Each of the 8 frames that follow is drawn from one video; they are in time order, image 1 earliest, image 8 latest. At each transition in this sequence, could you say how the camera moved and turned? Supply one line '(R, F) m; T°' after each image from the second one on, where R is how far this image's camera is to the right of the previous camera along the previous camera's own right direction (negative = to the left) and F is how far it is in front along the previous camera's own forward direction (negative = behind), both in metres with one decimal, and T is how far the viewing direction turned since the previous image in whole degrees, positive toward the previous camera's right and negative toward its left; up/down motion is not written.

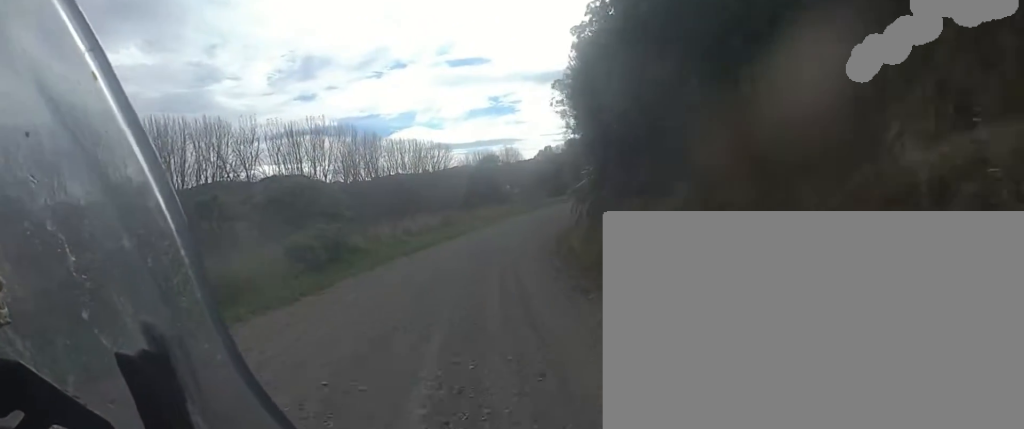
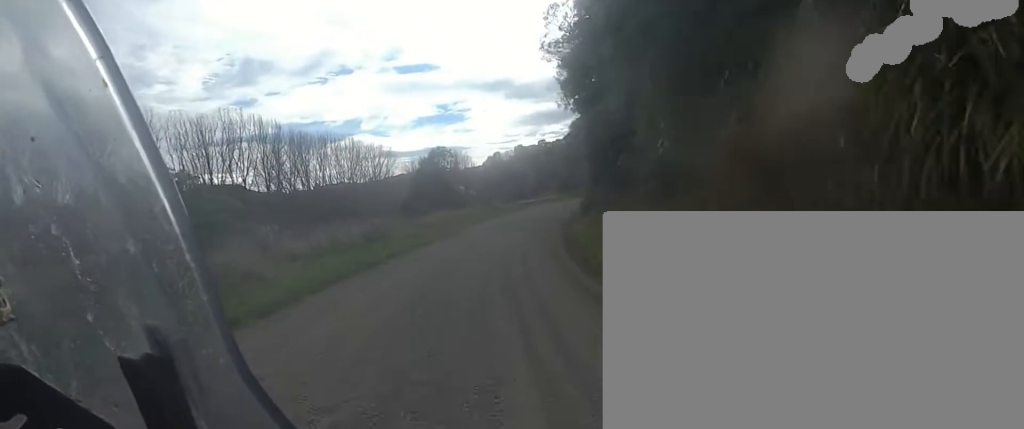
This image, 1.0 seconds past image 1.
(+0.9, +12.4) m; +5°
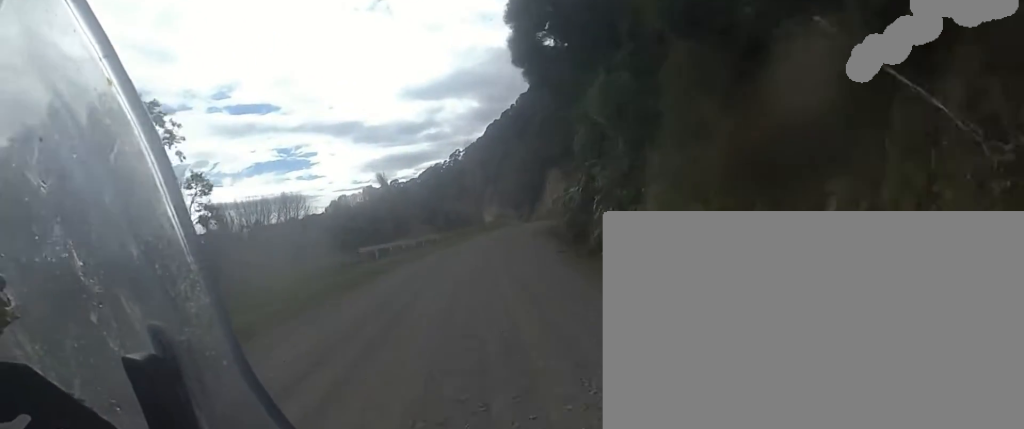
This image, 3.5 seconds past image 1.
(+4.1, +31.7) m; +19°
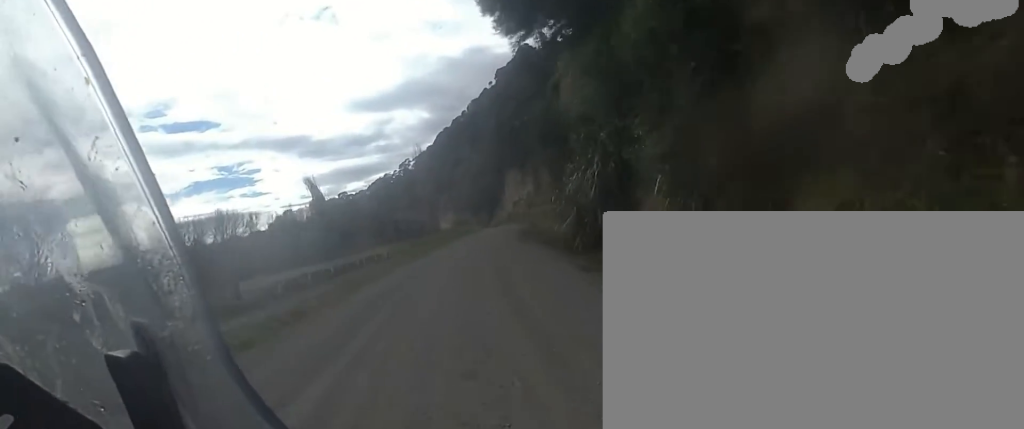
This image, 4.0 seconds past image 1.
(+0.3, +8.1) m; +3°
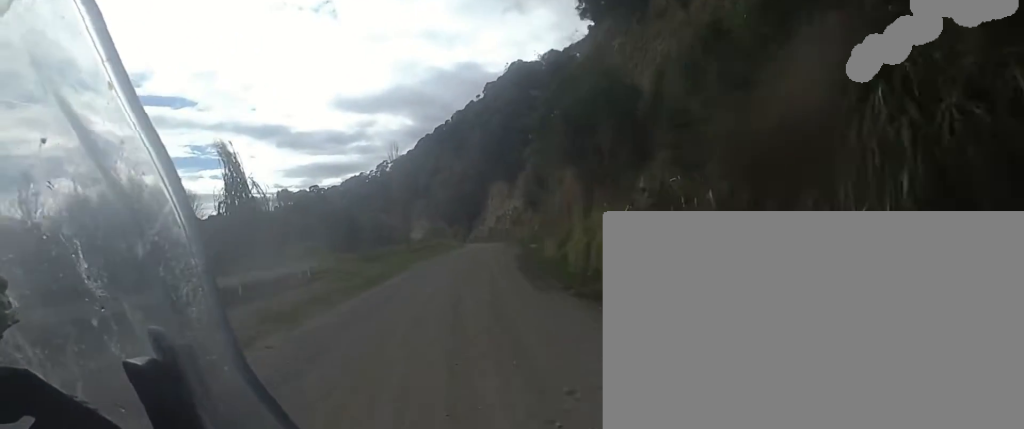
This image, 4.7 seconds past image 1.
(+0.1, +10.4) m; +3°
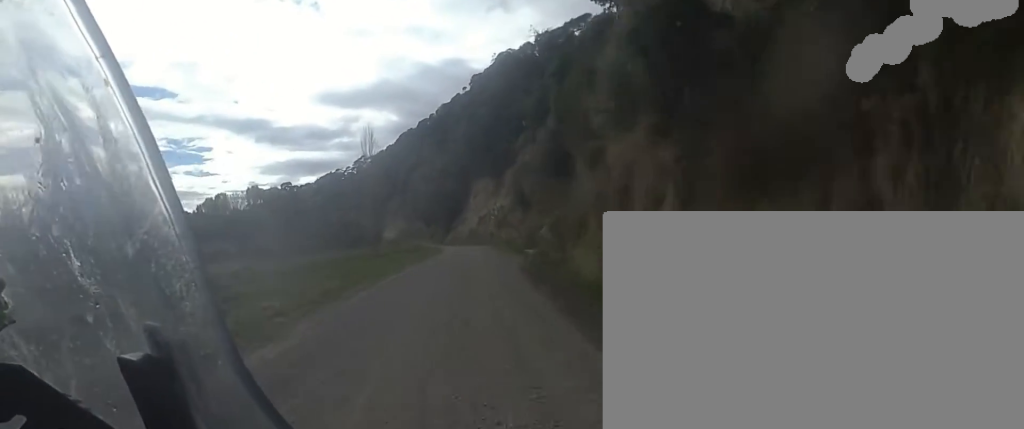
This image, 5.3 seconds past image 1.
(+0.4, +8.8) m; +2°
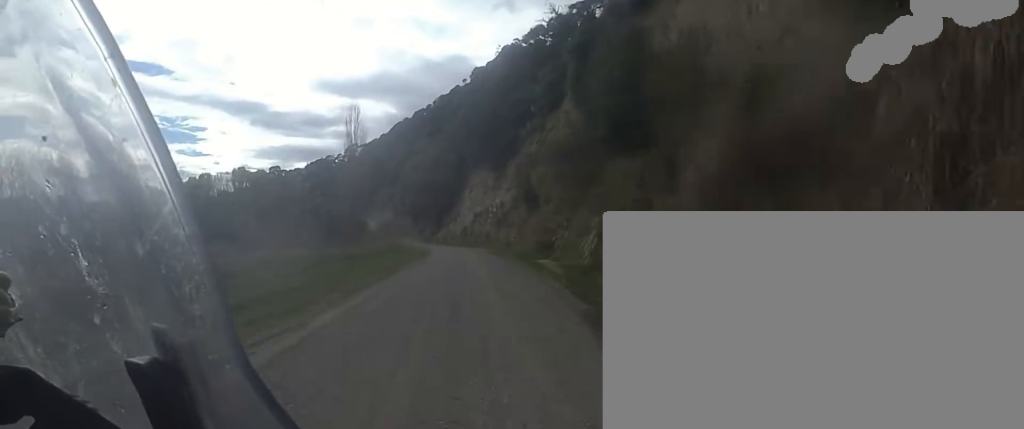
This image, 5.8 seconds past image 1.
(+0.1, +8.4) m; 0°
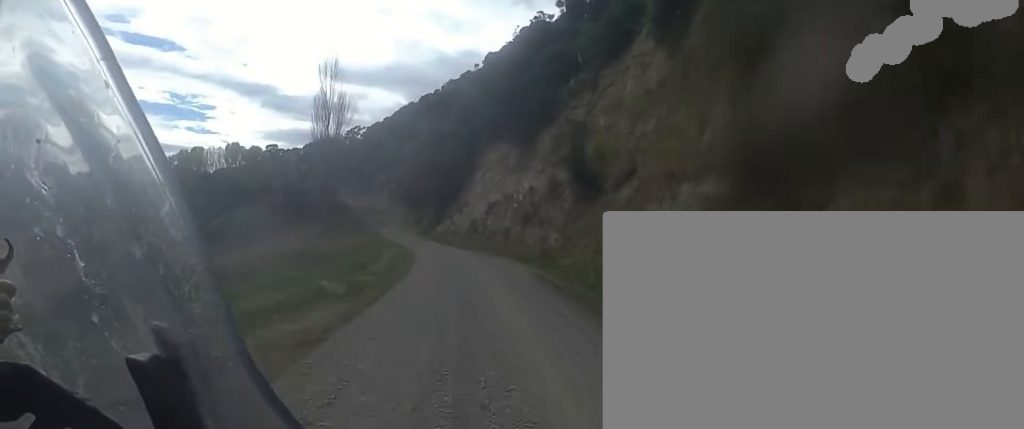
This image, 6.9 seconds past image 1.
(-0.4, +17.3) m; -4°
